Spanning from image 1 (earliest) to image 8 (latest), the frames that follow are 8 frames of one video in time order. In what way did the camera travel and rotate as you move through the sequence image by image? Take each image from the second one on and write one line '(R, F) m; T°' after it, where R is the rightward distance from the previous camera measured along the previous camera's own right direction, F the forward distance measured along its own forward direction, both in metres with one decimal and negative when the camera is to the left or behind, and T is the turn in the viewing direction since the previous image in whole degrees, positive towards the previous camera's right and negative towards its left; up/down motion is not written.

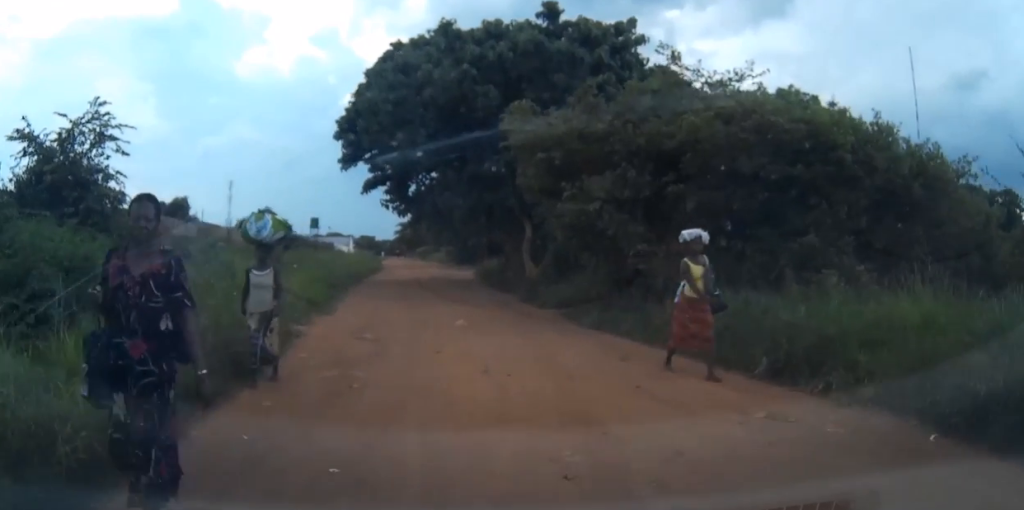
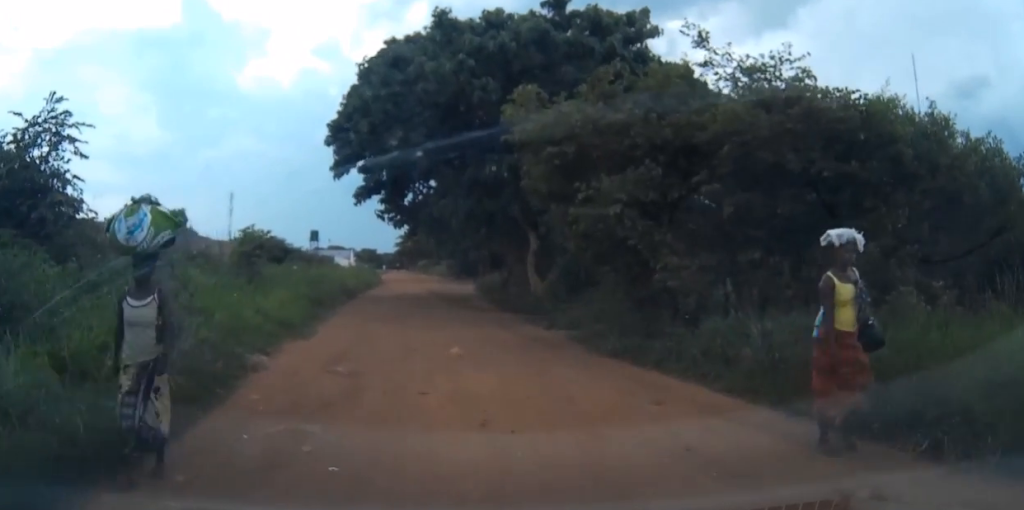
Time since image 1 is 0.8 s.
(-0.1, +2.1) m; -4°
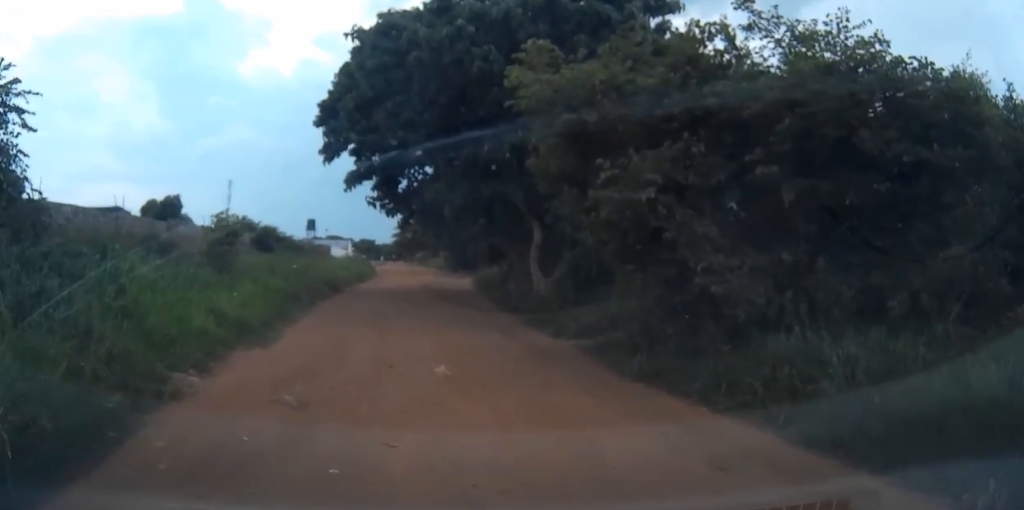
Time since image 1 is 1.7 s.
(-0.1, +2.3) m; -1°
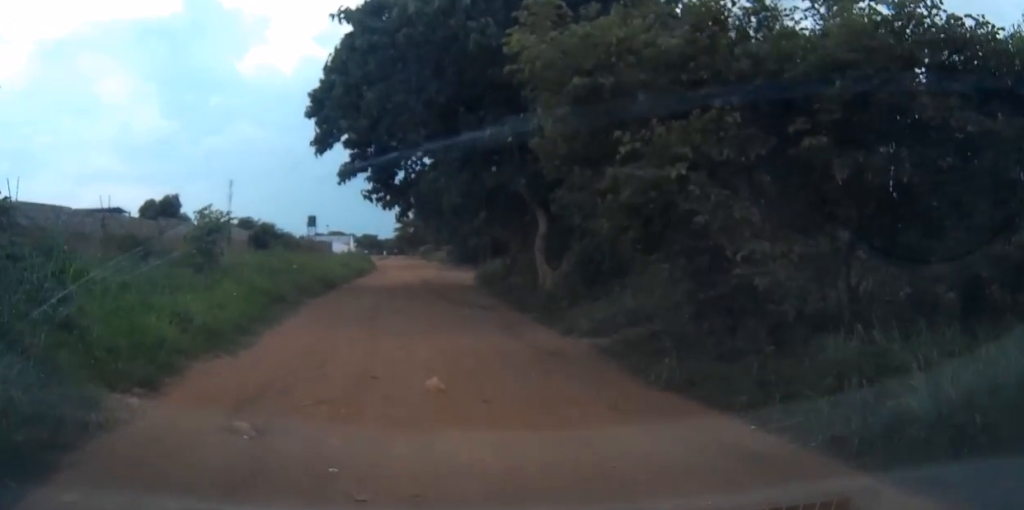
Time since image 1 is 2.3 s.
(0.0, +1.4) m; +1°
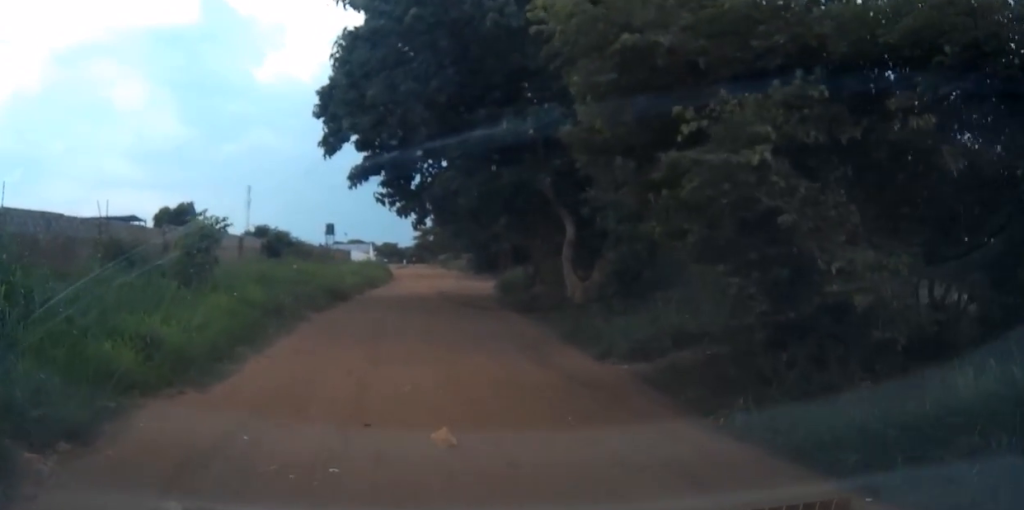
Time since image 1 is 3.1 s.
(0.0, +1.8) m; -1°
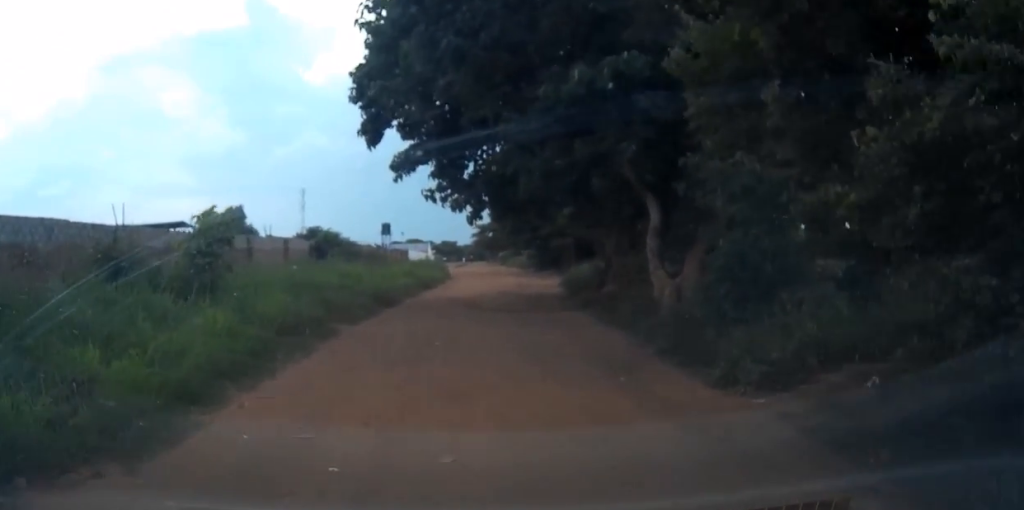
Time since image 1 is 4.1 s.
(-0.1, +2.8) m; -5°
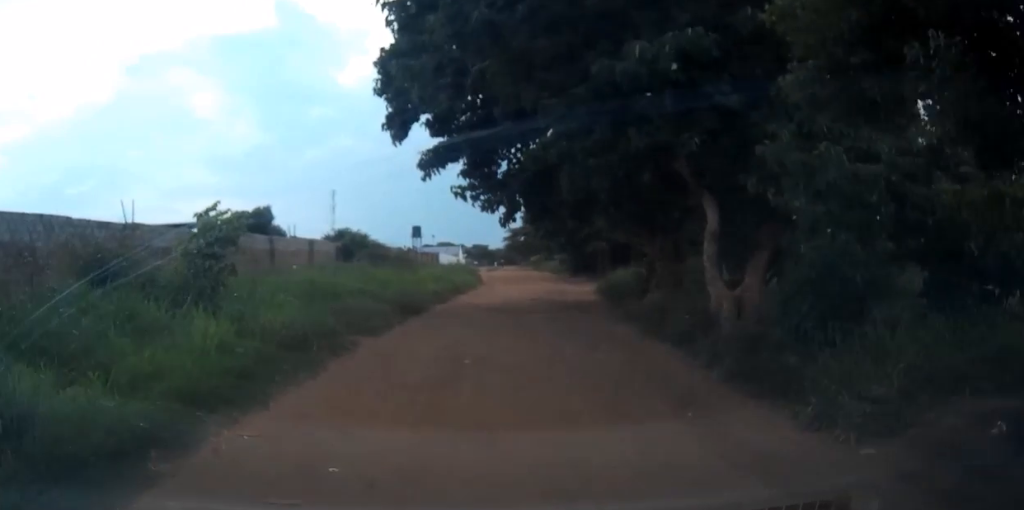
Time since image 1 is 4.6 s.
(0.0, +1.4) m; -3°
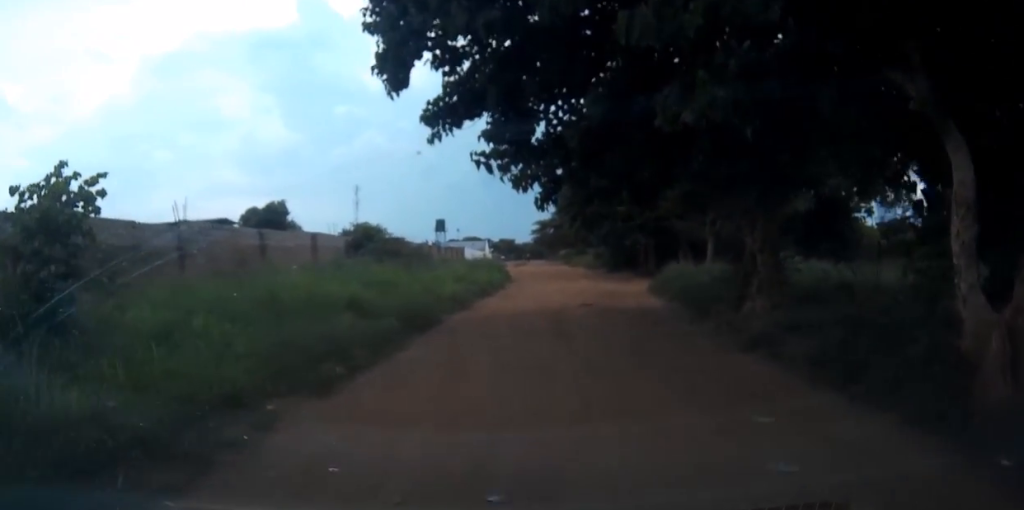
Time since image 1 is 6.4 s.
(-0.2, +6.1) m; -1°
